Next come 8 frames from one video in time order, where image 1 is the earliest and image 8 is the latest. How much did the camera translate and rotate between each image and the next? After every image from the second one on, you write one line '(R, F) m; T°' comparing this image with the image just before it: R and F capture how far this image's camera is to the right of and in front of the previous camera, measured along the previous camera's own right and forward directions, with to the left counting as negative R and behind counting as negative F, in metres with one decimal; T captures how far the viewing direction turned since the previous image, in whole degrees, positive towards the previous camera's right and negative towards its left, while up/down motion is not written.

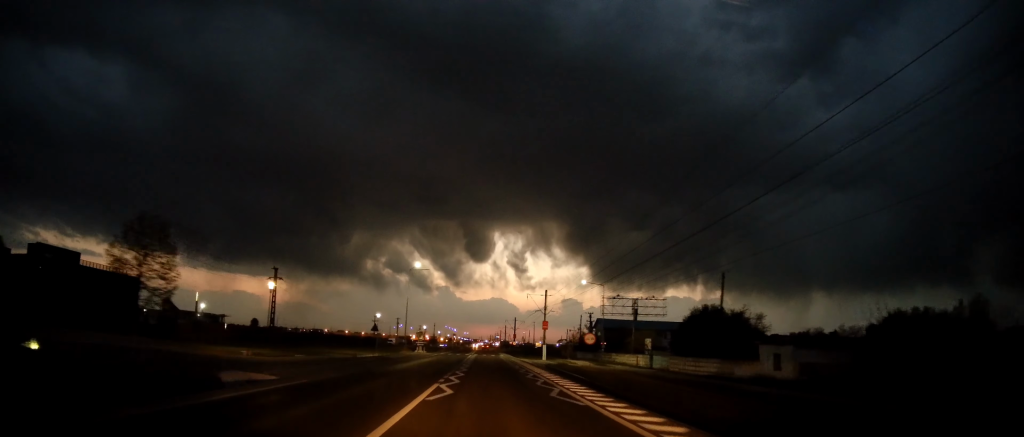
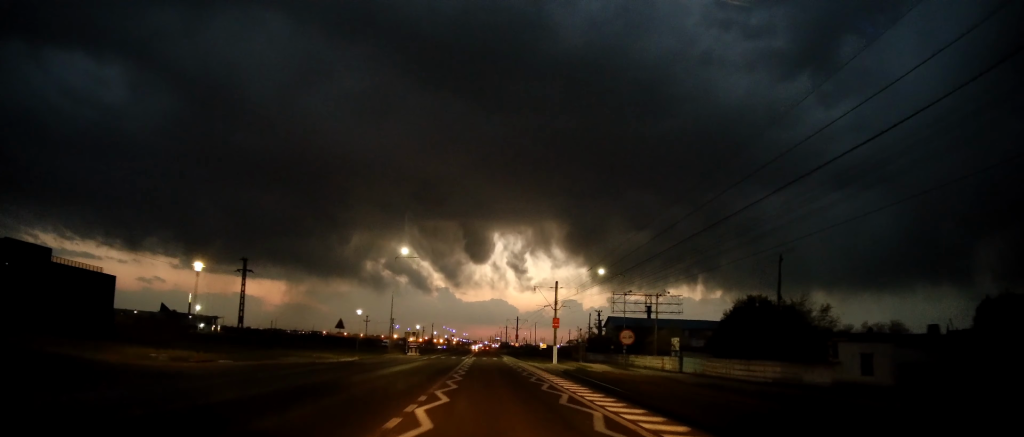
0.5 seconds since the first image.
(0.0, +9.7) m; 0°
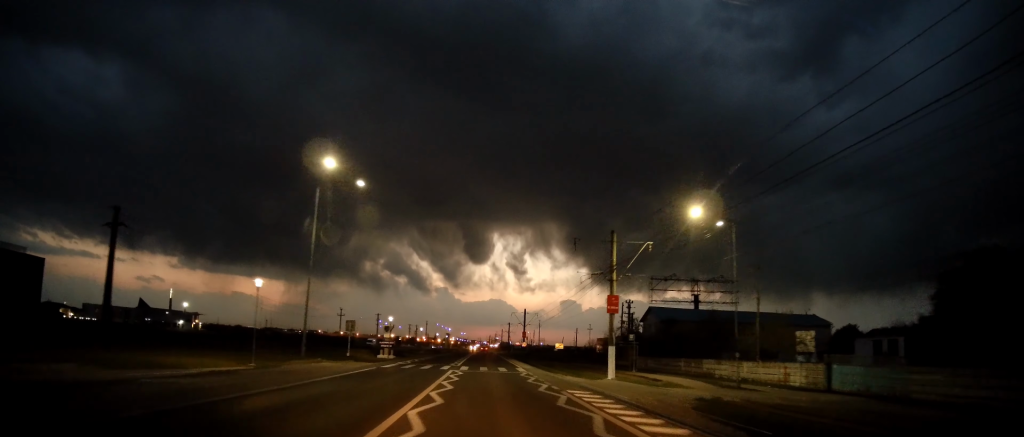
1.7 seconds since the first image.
(+0.2, +24.1) m; +1°
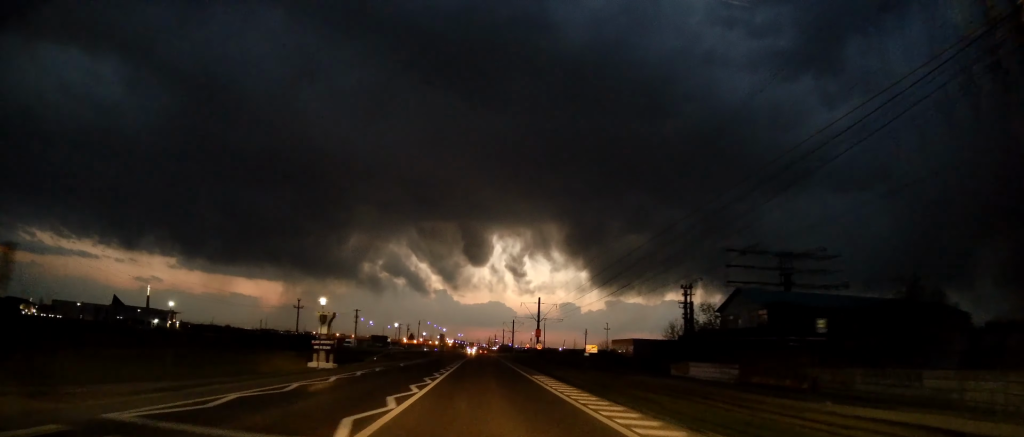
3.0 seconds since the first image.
(0.0, +25.4) m; -1°
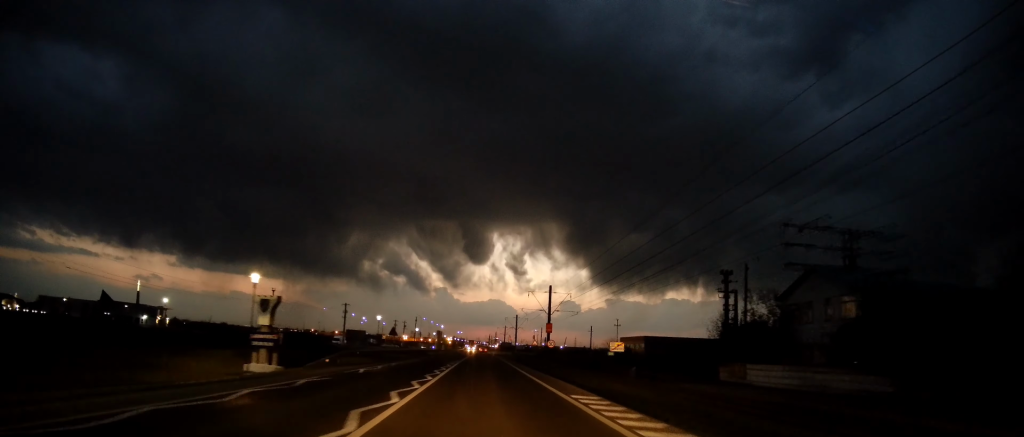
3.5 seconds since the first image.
(-0.2, +10.9) m; 0°
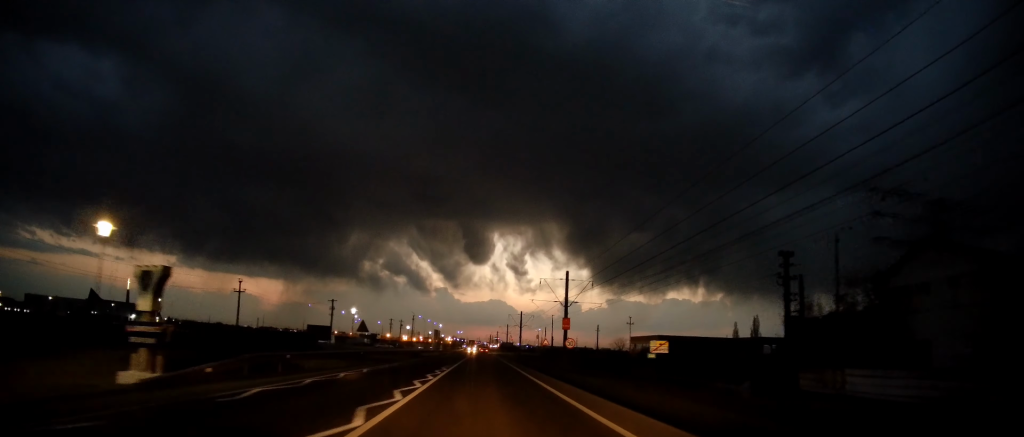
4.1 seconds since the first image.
(0.0, +11.0) m; 0°
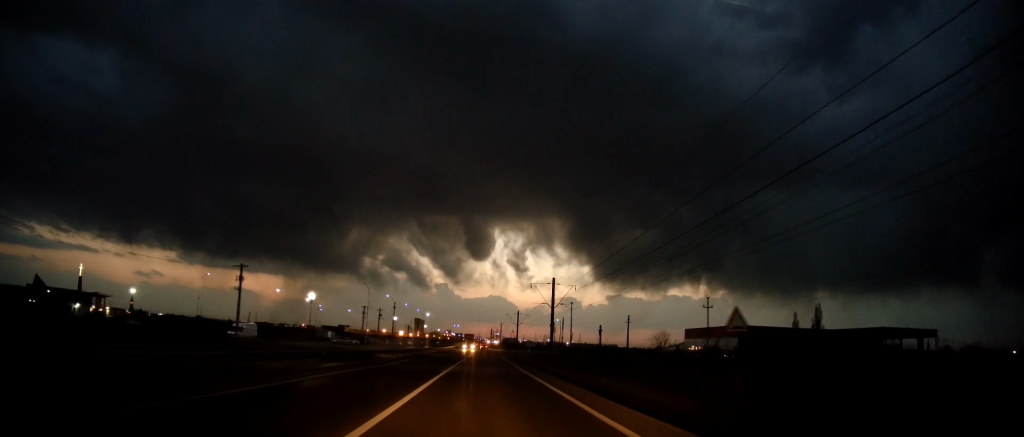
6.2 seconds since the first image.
(0.0, +44.0) m; 0°
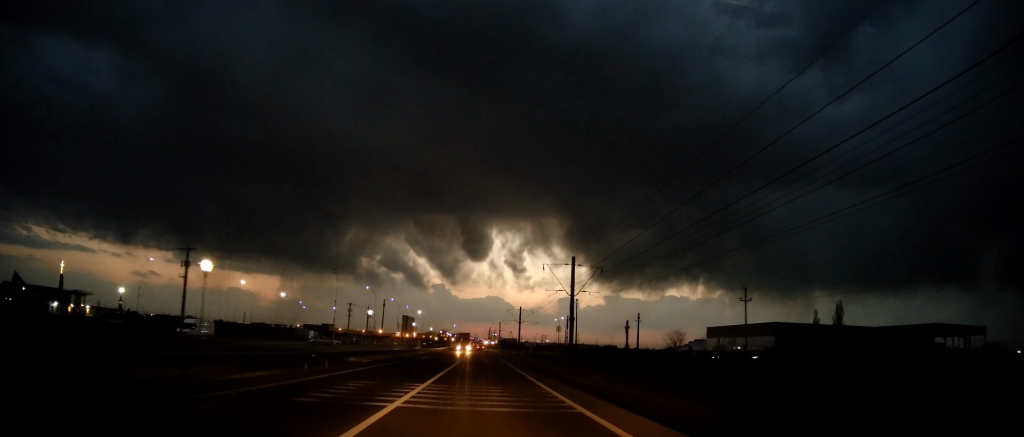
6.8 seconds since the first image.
(-0.4, +13.3) m; +1°
